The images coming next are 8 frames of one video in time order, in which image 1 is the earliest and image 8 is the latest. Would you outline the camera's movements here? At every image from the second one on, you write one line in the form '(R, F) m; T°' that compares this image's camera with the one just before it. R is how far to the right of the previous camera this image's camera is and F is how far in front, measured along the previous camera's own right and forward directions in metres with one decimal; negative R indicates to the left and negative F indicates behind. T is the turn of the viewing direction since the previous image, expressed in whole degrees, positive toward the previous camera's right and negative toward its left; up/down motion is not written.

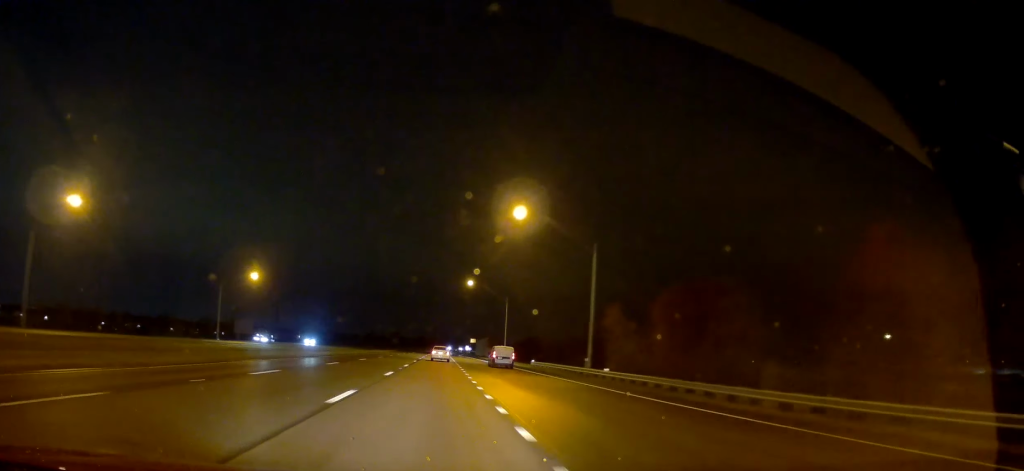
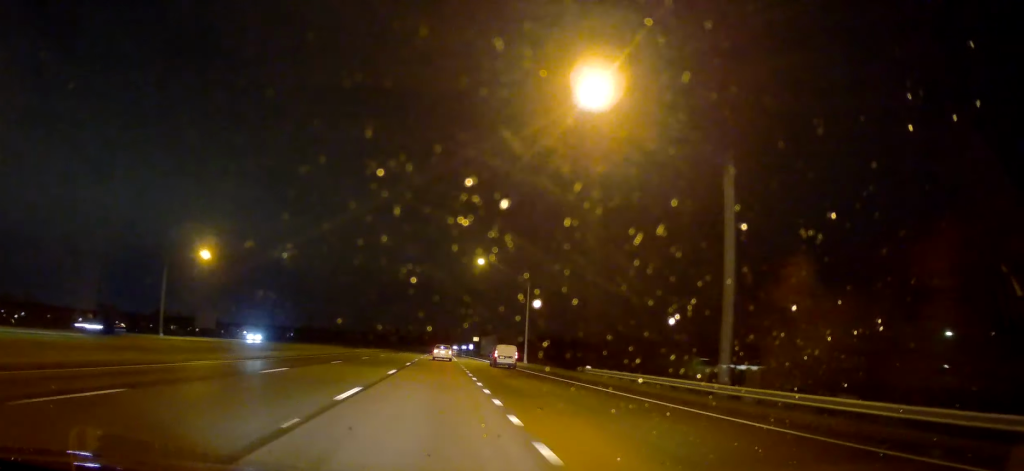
(-0.3, +23.9) m; -1°
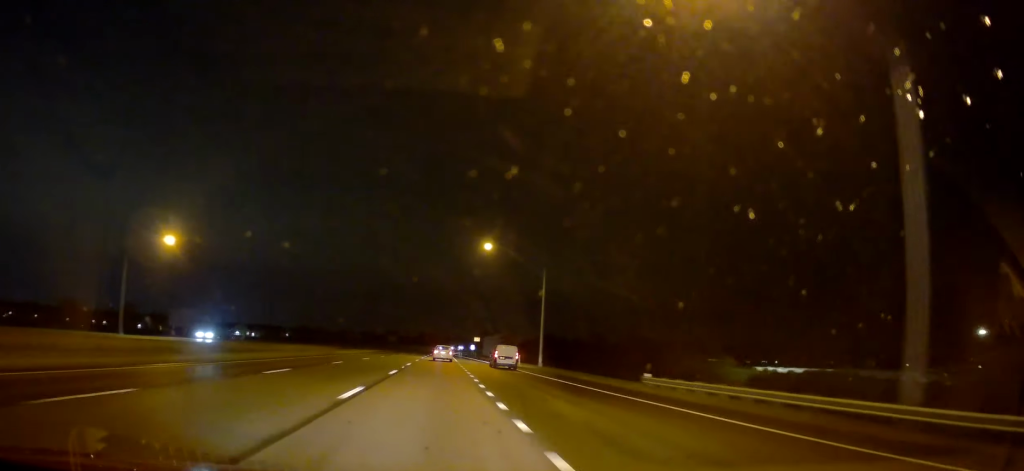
(0.0, +11.9) m; 0°
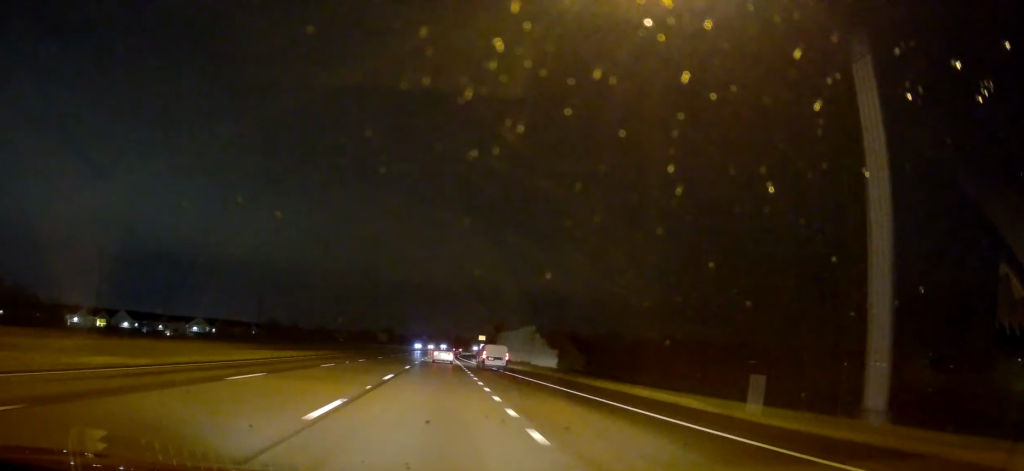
(+0.3, +53.6) m; +1°
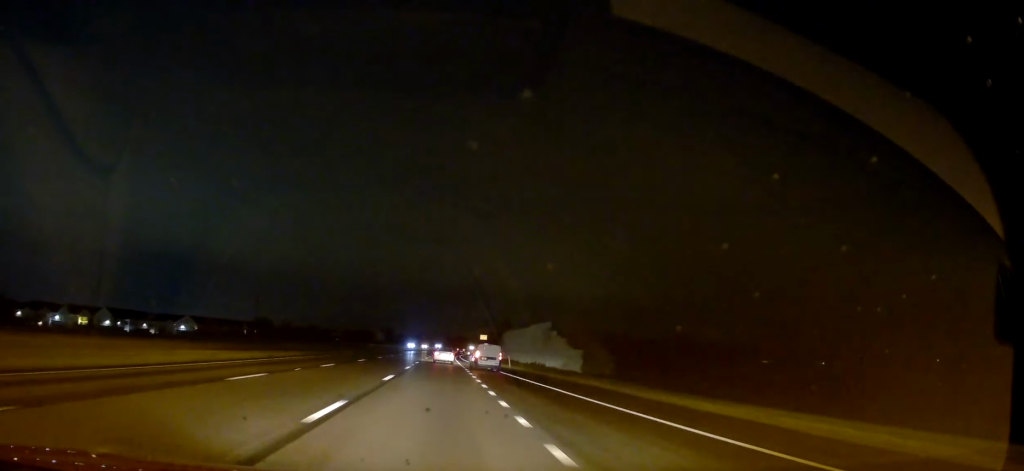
(+0.2, +12.7) m; 0°
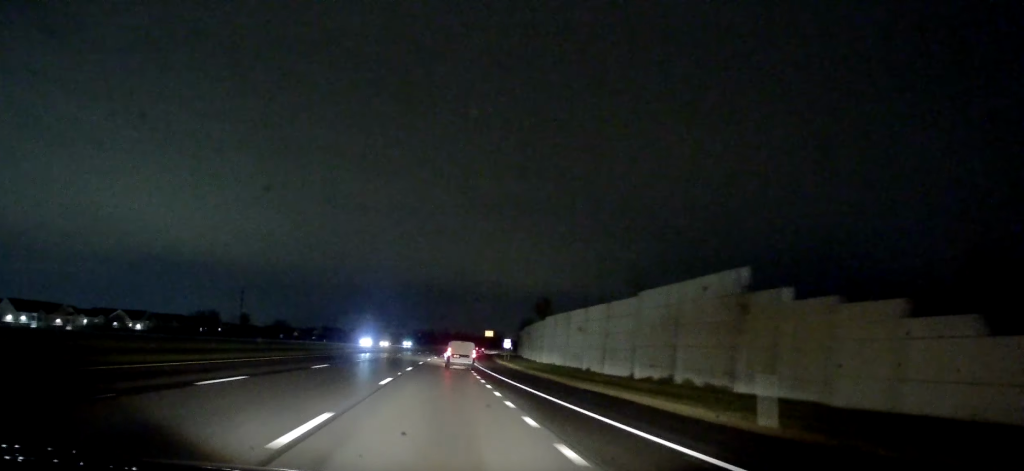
(-1.2, +51.3) m; -2°
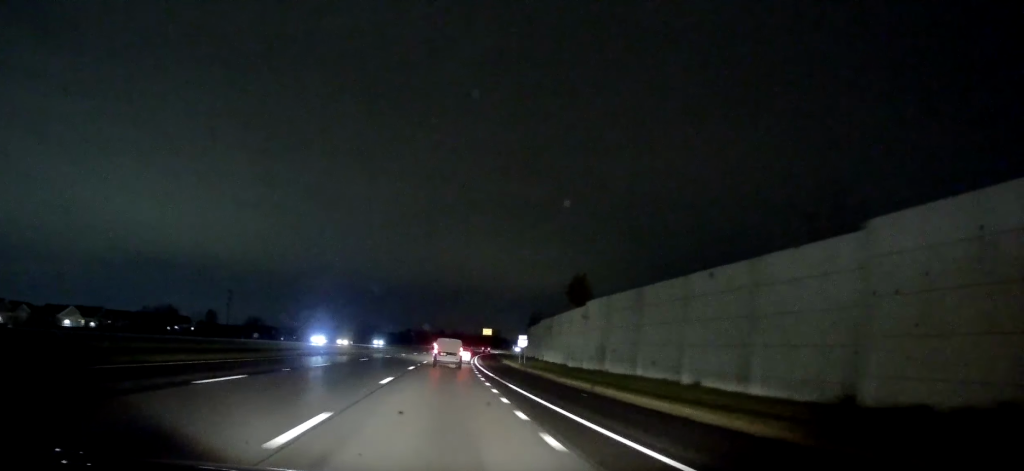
(-0.1, +24.2) m; +1°
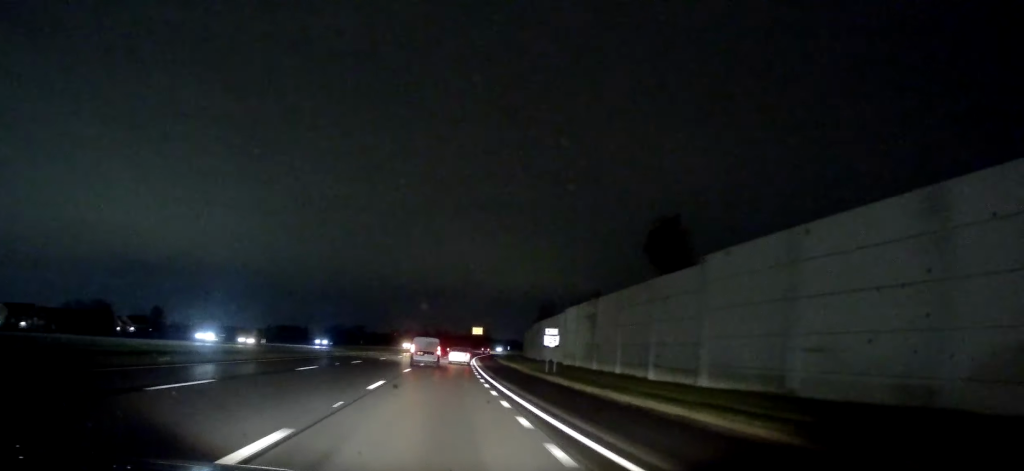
(+0.4, +26.2) m; +2°
